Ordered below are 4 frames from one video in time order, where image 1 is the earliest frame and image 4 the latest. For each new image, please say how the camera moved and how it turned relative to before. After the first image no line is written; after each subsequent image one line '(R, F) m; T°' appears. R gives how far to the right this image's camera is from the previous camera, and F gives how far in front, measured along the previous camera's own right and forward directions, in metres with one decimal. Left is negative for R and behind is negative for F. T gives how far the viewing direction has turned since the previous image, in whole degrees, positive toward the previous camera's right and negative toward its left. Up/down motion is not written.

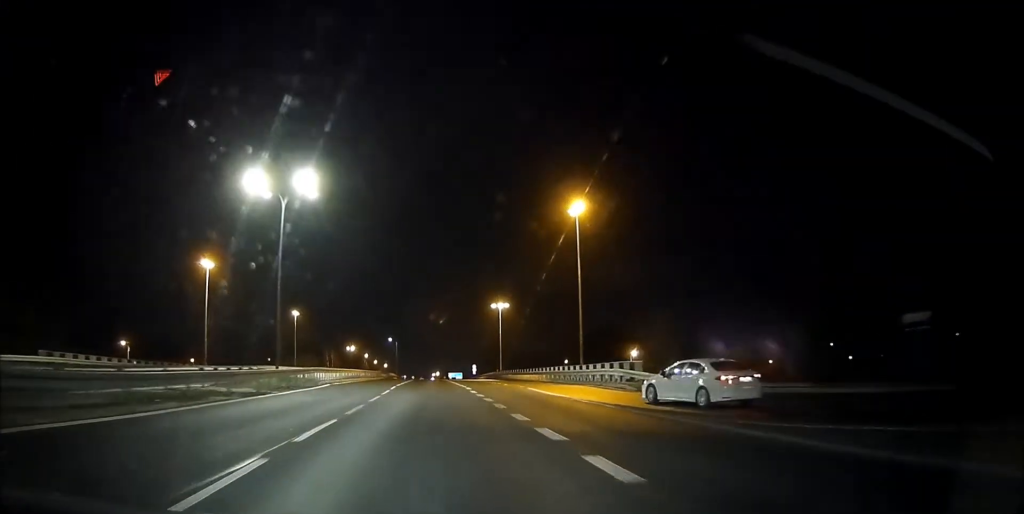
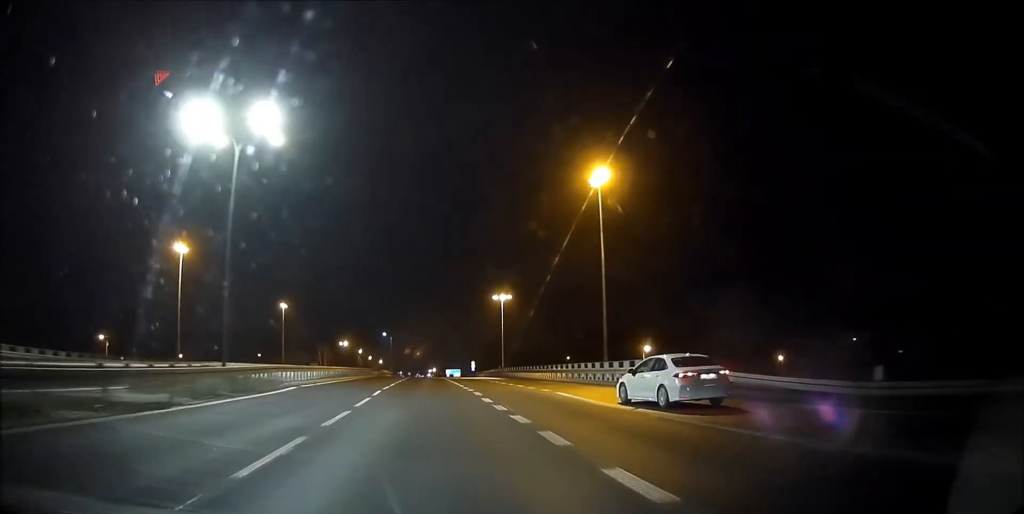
(0.0, +9.0) m; 0°
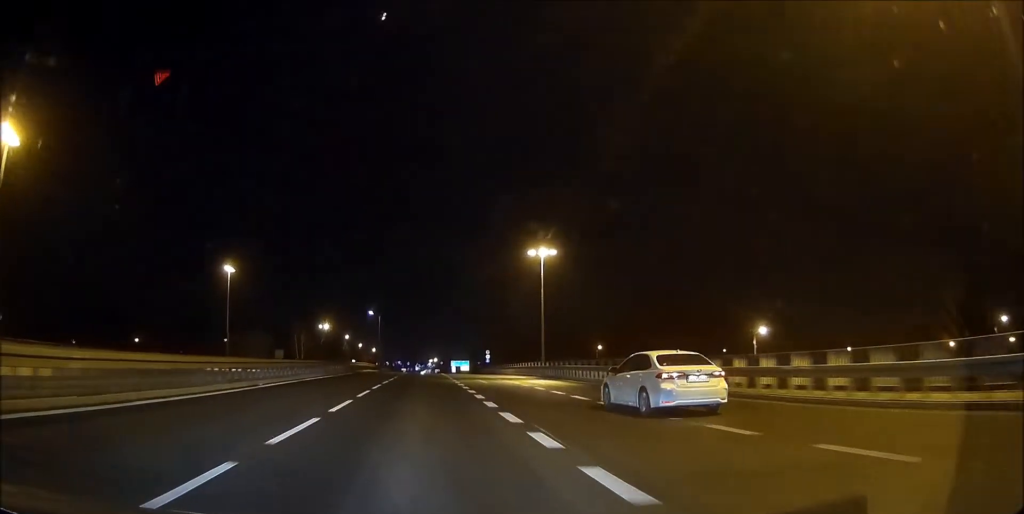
(+0.2, +40.5) m; 0°
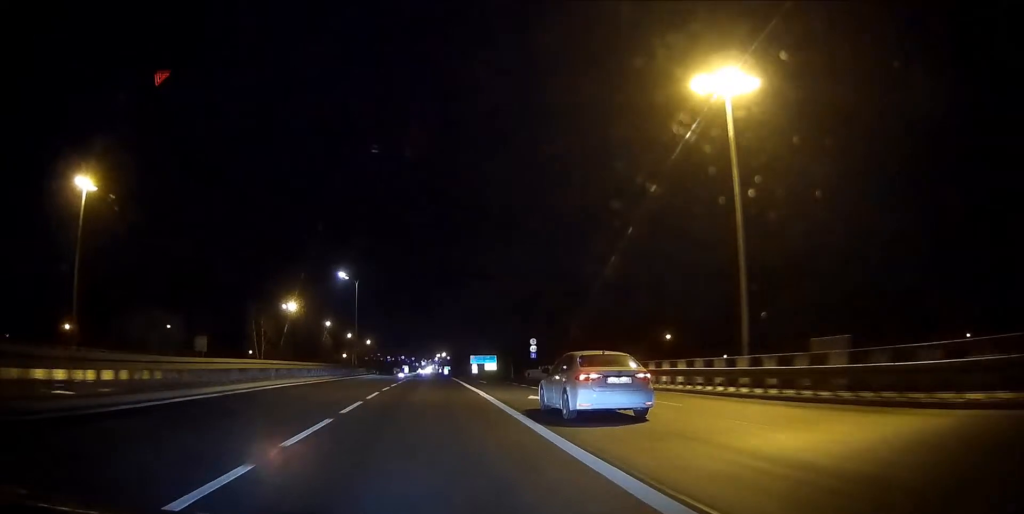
(0.0, +48.1) m; 0°
